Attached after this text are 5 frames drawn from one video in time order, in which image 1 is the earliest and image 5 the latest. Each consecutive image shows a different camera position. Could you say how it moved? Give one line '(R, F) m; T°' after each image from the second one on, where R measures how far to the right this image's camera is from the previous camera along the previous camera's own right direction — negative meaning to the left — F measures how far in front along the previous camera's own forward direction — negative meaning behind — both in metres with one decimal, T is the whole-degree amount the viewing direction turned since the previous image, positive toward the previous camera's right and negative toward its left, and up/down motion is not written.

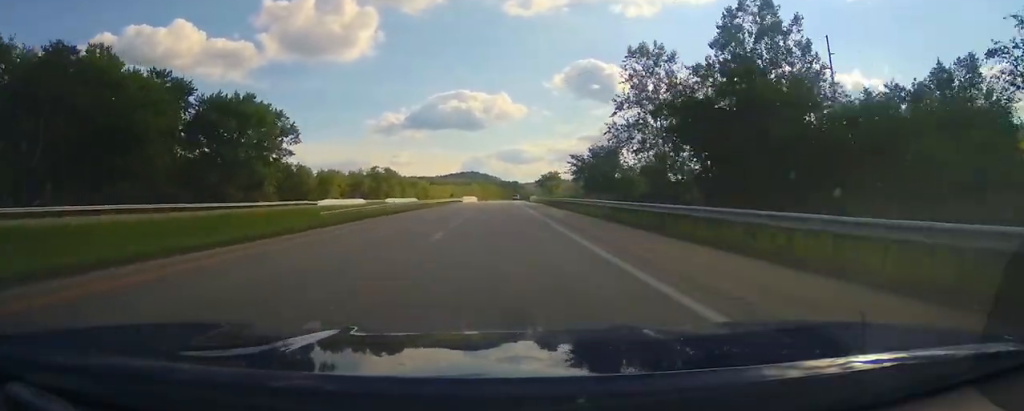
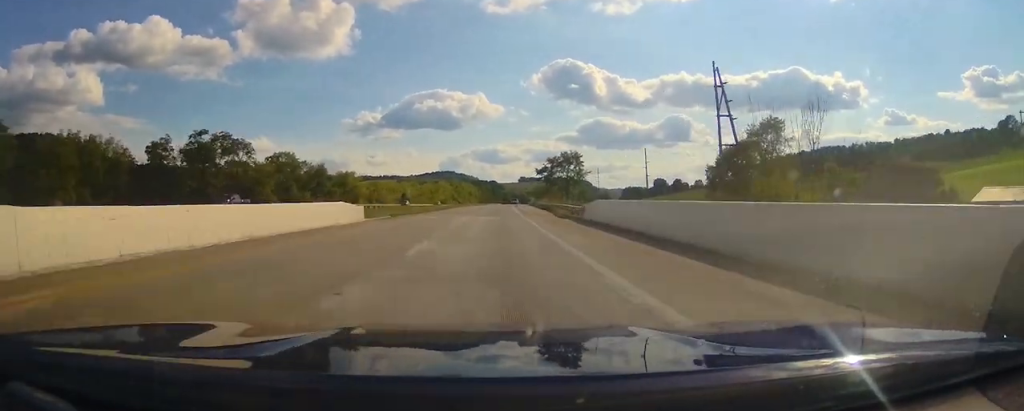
(0.0, +100.9) m; 0°
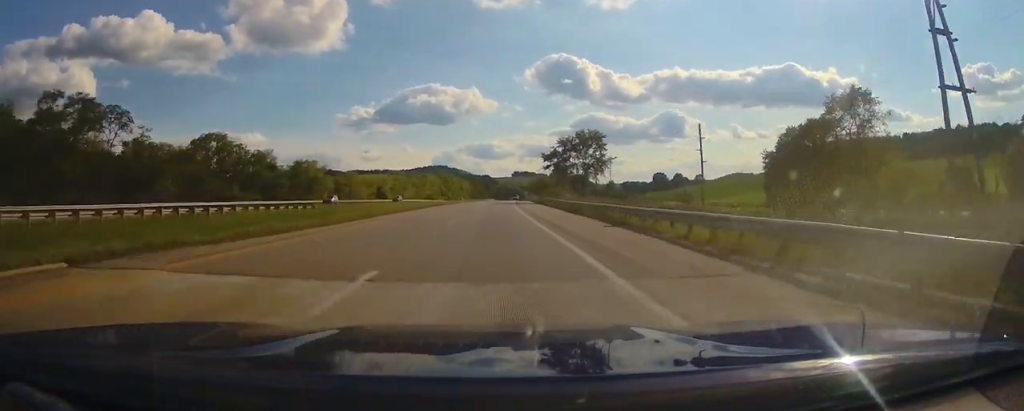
(0.0, +31.8) m; 0°
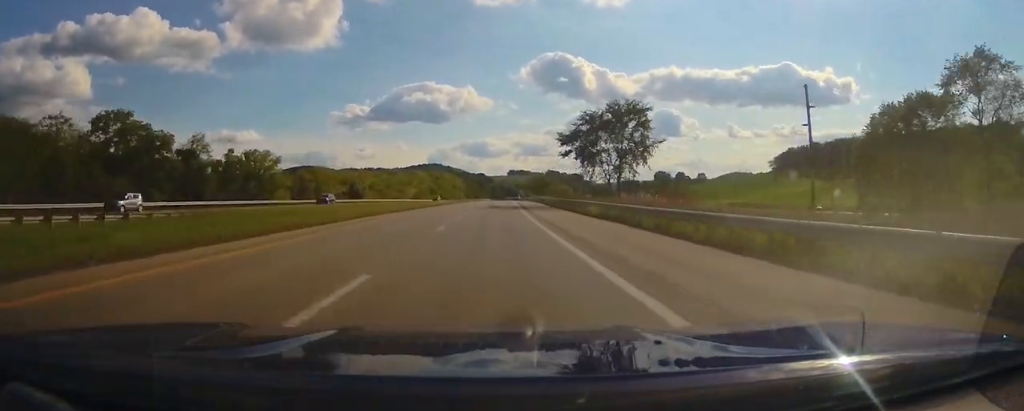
(0.0, +28.5) m; 0°
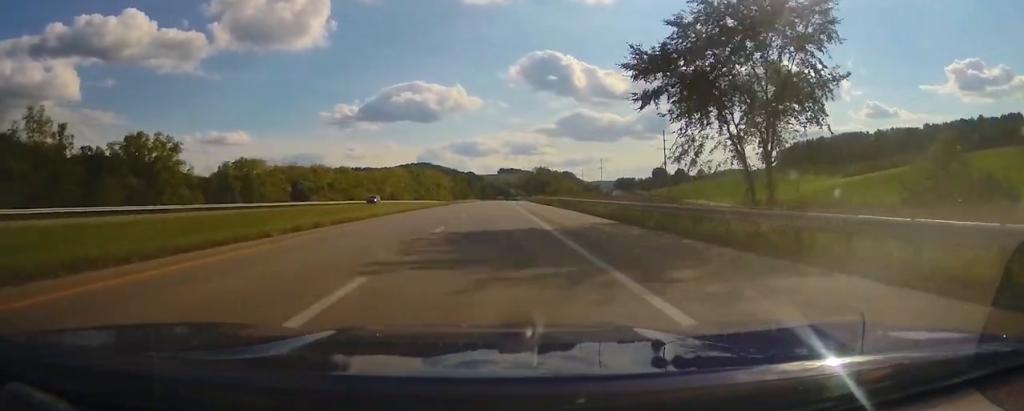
(+0.5, +37.3) m; +2°
